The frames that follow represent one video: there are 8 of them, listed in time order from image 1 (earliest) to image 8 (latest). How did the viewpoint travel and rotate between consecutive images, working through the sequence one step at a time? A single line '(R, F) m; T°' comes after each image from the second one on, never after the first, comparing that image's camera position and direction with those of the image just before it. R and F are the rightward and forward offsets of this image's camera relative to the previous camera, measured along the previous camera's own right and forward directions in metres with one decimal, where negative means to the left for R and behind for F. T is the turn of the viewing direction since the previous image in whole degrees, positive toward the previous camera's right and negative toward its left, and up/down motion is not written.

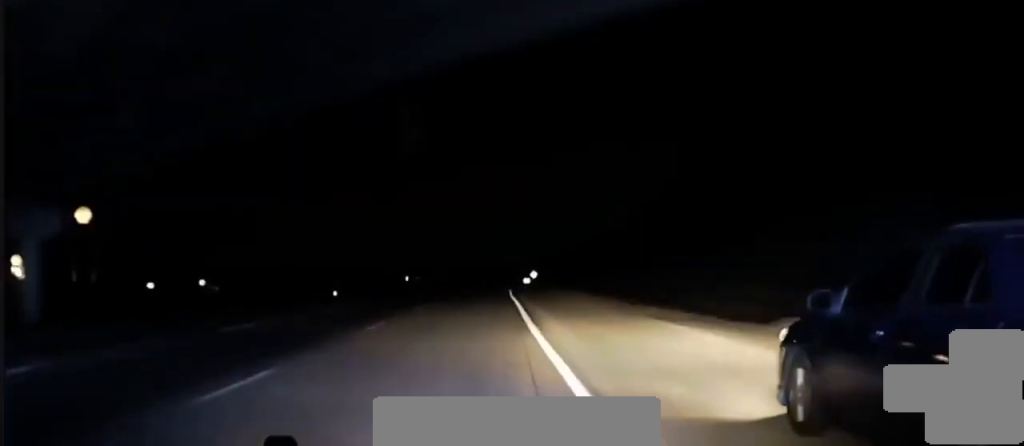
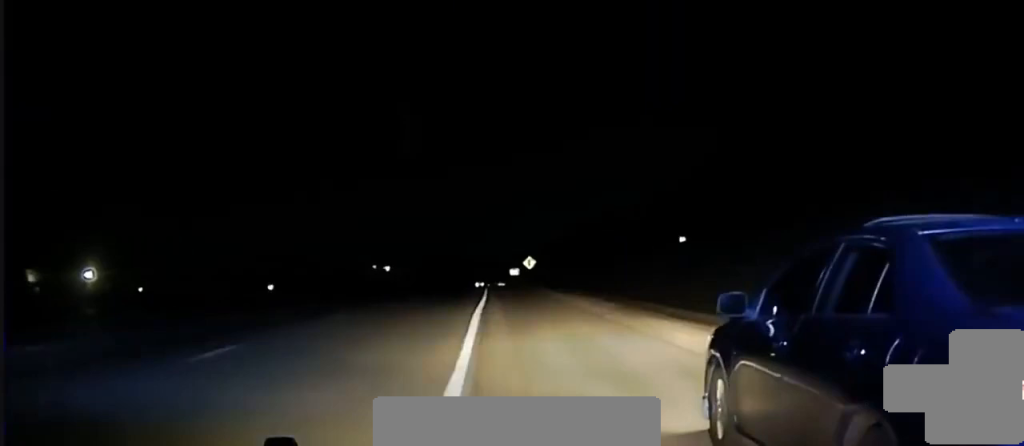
(-0.2, +85.7) m; 0°
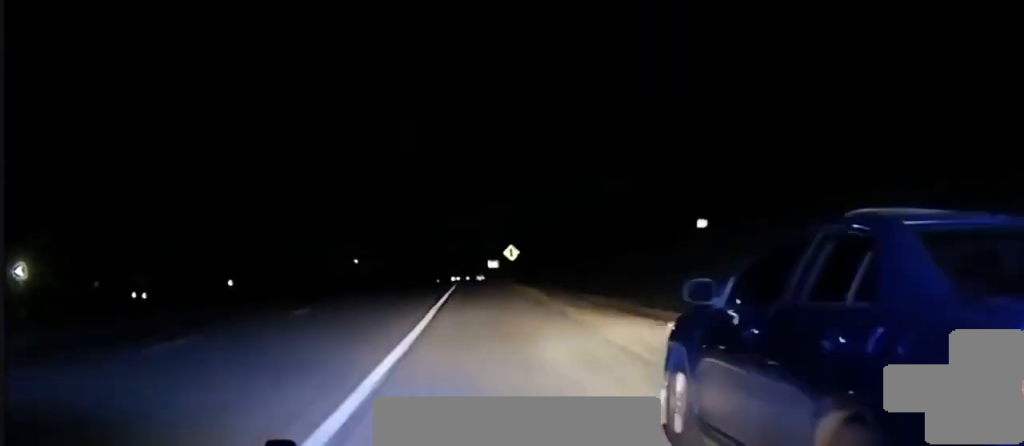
(-0.1, +22.3) m; -1°
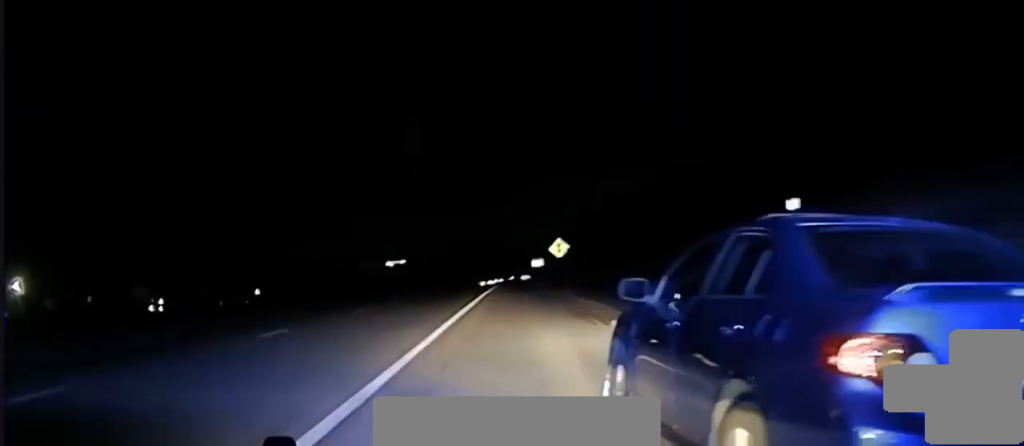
(+0.2, +17.9) m; -1°
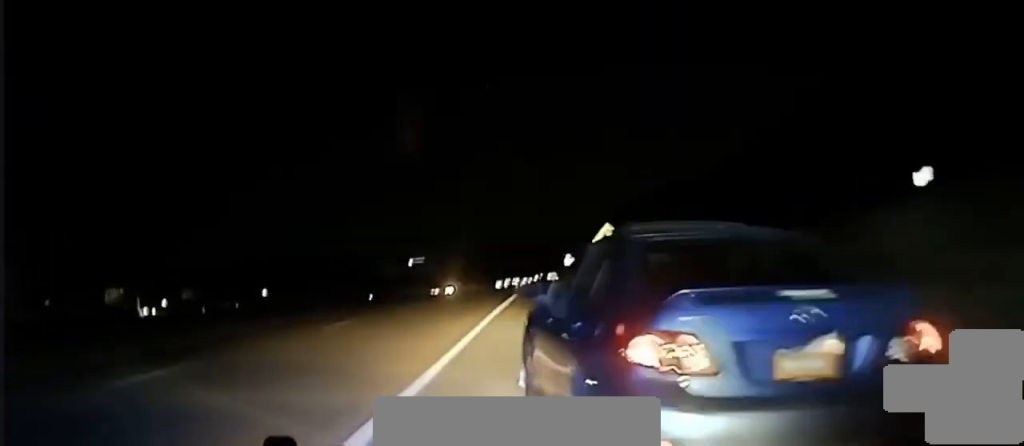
(-0.5, +19.7) m; -1°
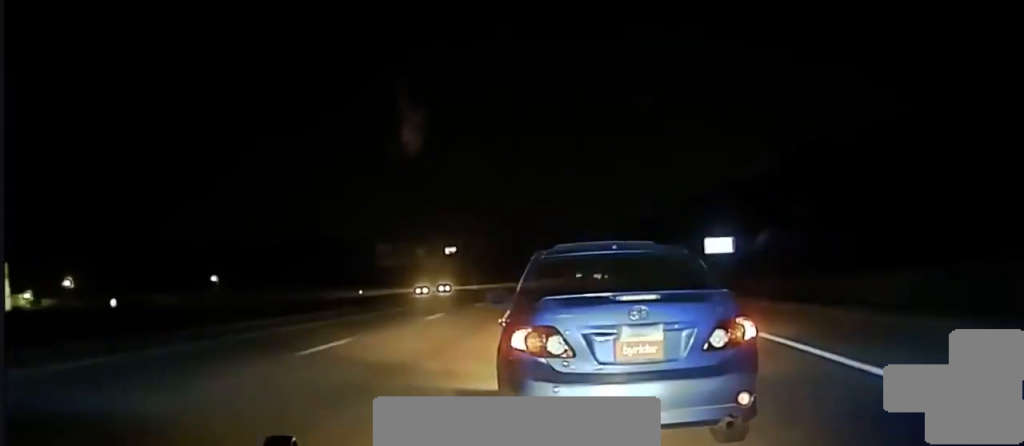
(-2.1, +66.5) m; -1°
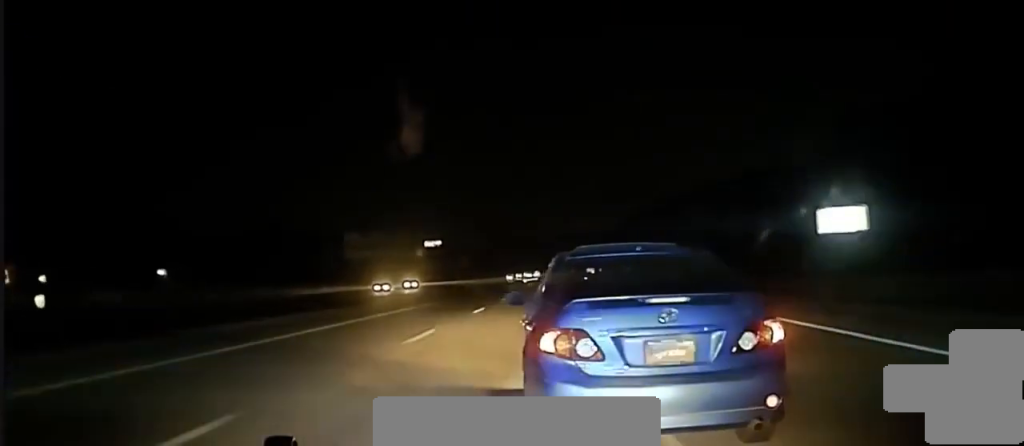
(+0.4, +21.9) m; +1°
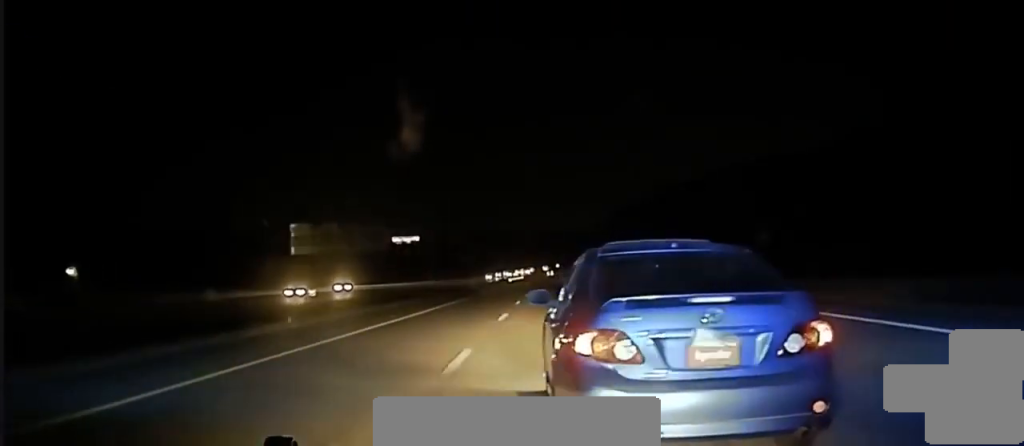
(+0.3, +28.3) m; +1°
